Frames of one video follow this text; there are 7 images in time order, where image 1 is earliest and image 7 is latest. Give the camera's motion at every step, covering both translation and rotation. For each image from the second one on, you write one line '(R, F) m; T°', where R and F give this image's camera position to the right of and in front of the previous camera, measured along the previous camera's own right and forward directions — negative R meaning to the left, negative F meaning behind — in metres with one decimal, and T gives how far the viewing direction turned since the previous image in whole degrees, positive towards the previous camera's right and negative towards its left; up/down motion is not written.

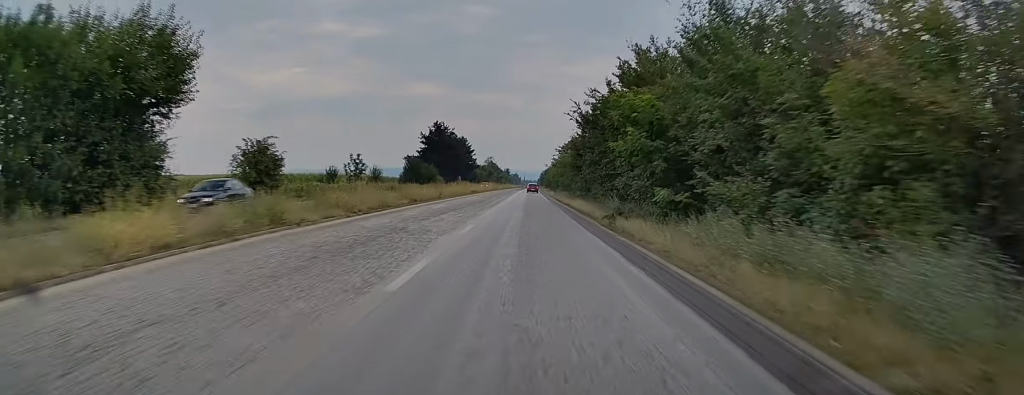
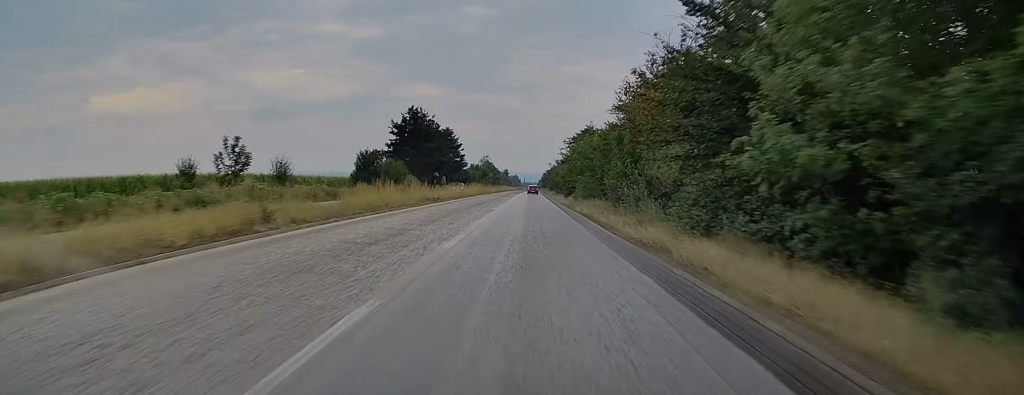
(-0.1, +30.9) m; -1°
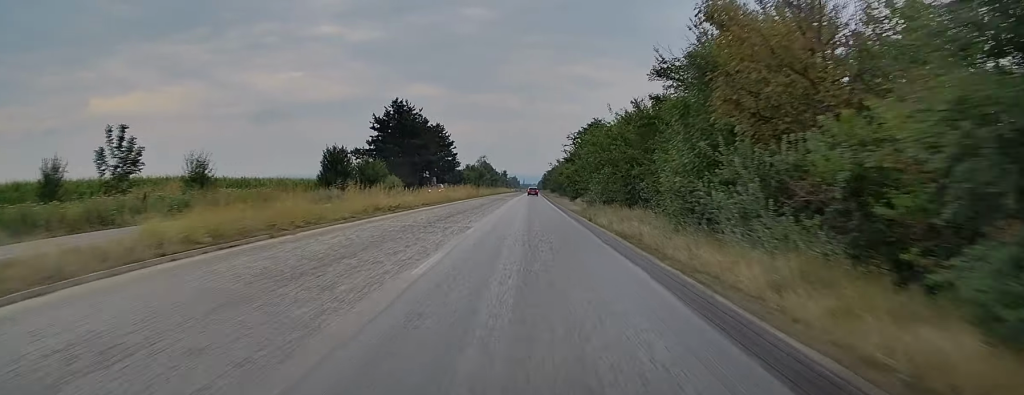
(0.0, +12.7) m; 0°
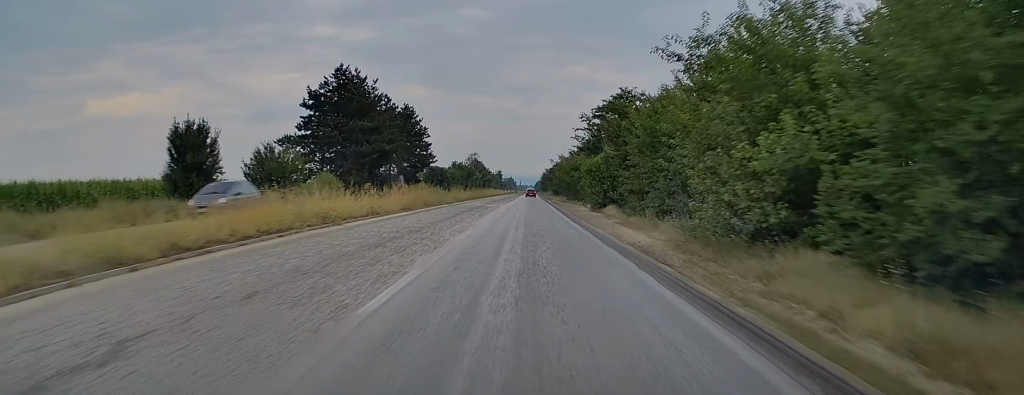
(+0.1, +28.9) m; +1°
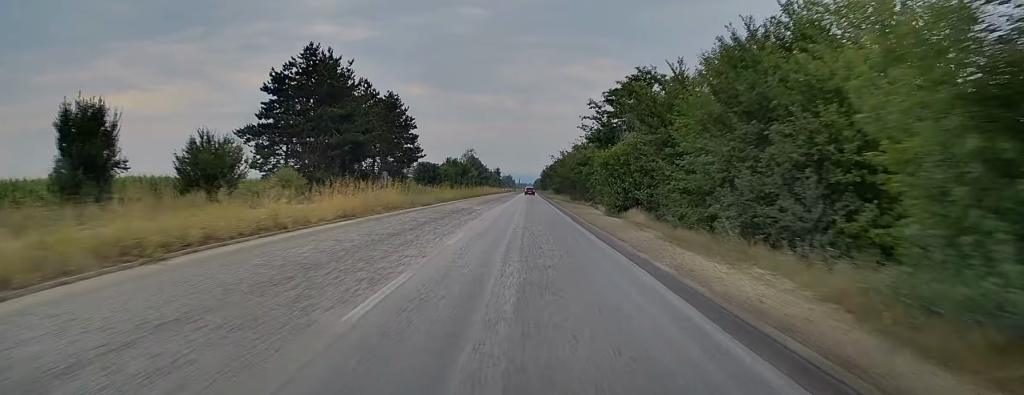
(+0.1, +10.2) m; 0°
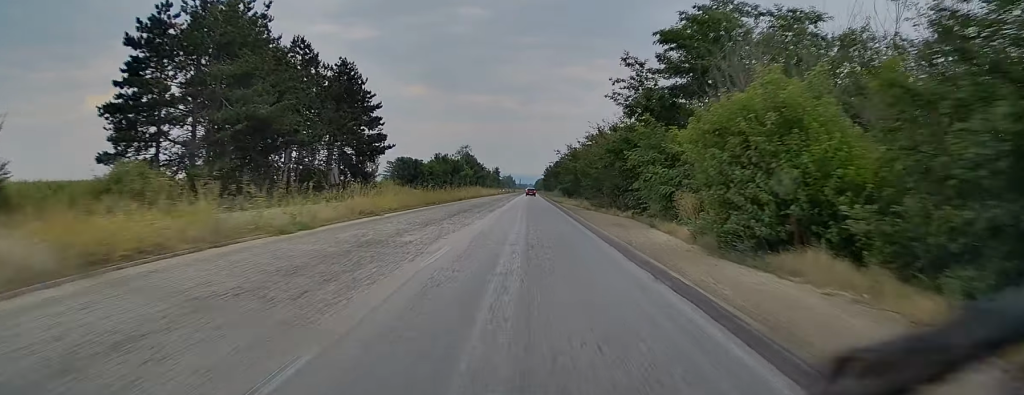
(+0.1, +21.7) m; -1°
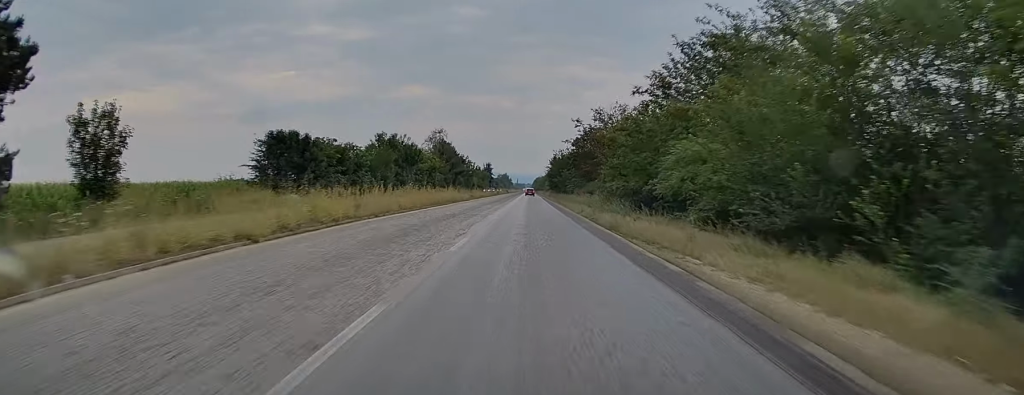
(+0.2, +51.6) m; 0°
